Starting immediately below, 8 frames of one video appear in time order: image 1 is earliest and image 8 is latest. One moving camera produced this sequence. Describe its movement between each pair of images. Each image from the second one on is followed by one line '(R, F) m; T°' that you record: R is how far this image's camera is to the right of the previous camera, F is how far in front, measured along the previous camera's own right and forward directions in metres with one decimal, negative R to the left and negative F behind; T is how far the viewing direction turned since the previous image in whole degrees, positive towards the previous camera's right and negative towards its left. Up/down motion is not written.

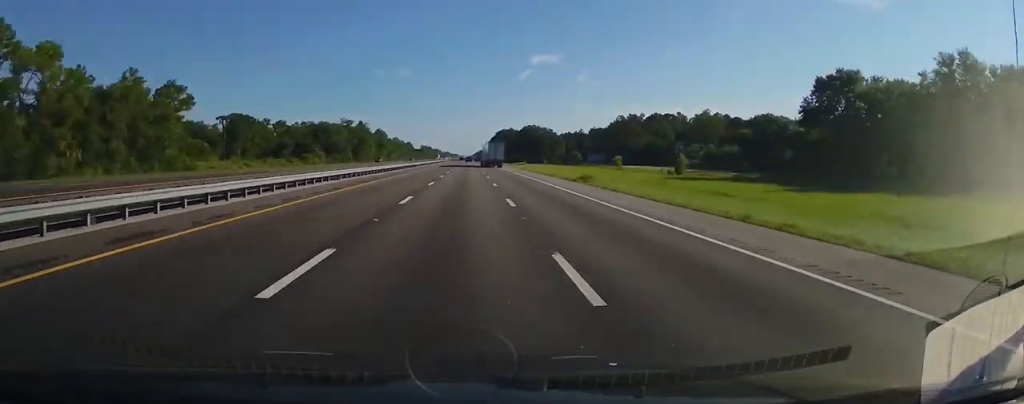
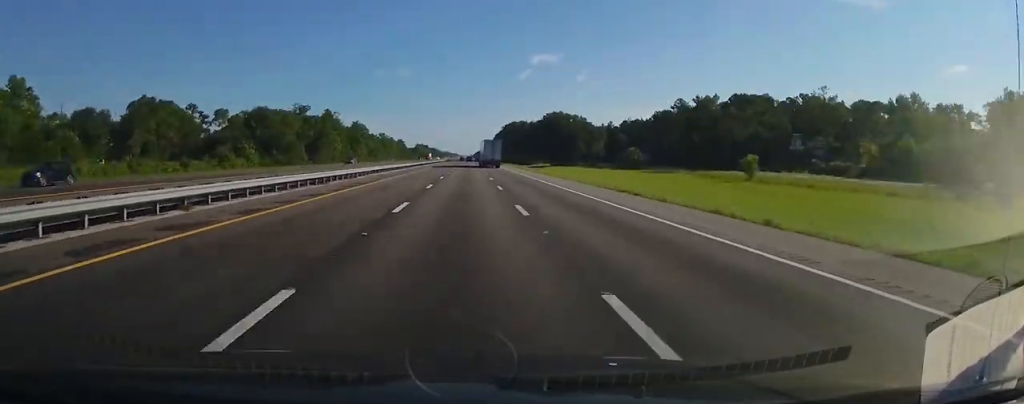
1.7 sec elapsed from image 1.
(+0.4, +63.2) m; 0°
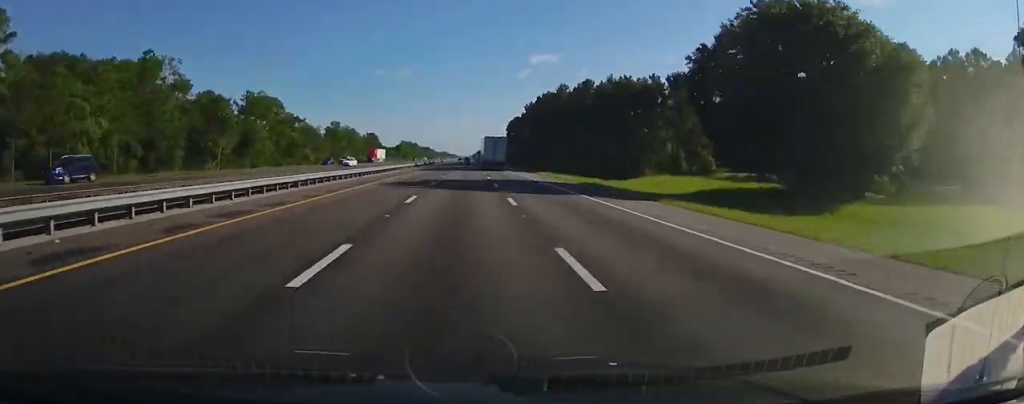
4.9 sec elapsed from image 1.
(+0.3, +116.5) m; 0°
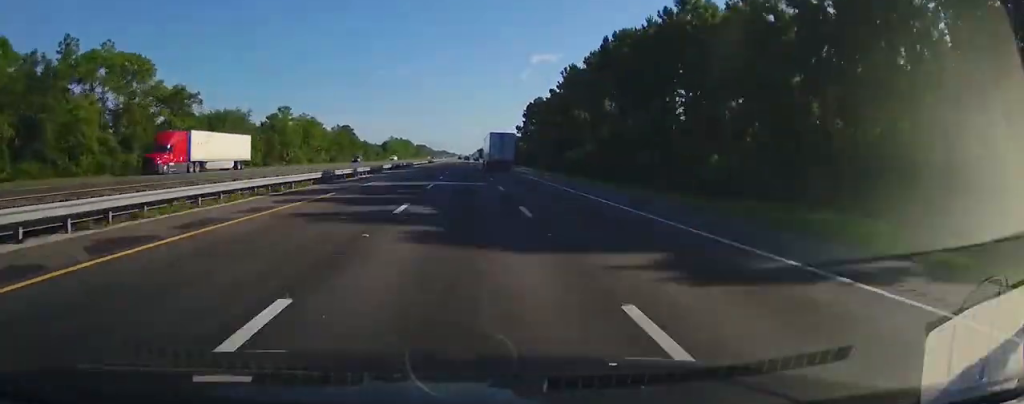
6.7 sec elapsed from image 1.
(-1.0, +63.0) m; 0°
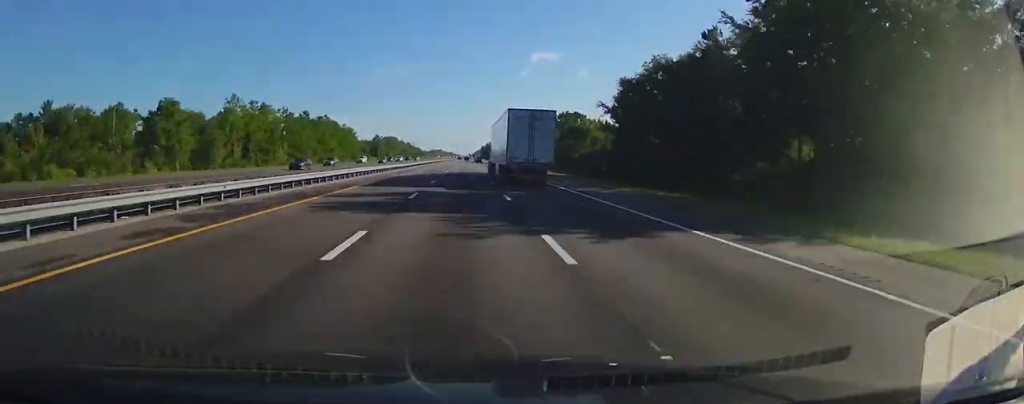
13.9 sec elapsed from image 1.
(+0.7, +258.7) m; 0°
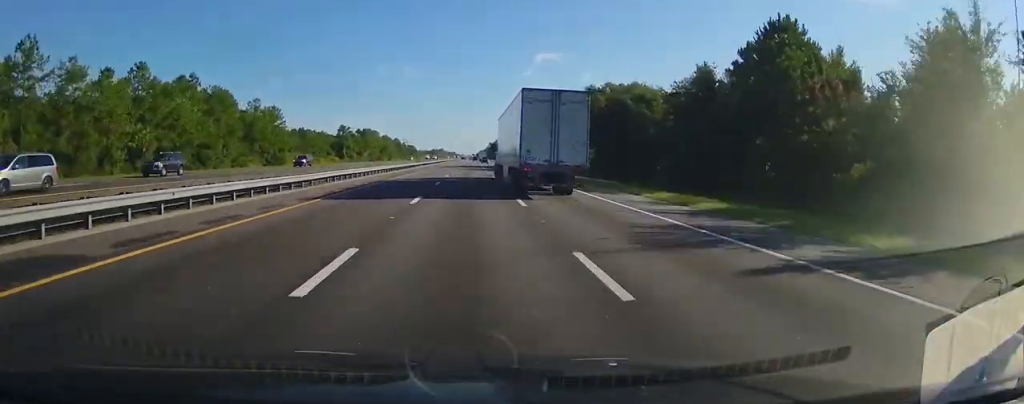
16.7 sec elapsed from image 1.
(0.0, +99.2) m; 0°
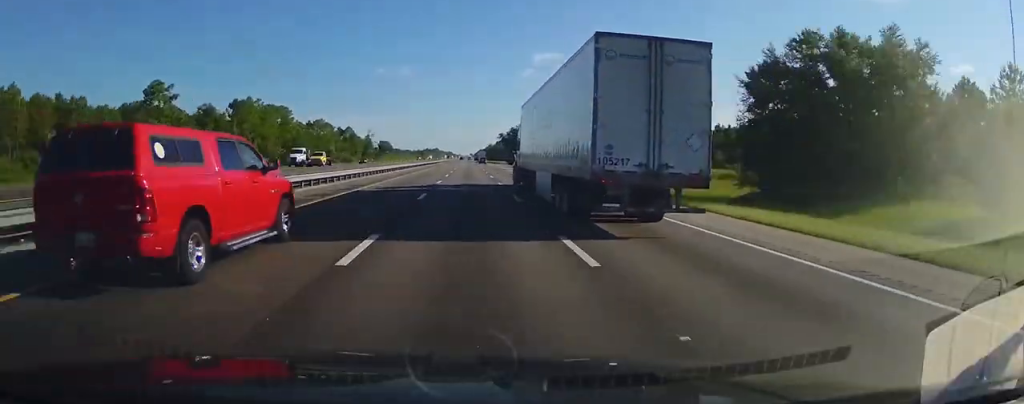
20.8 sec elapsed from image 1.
(0.0, +145.4) m; 0°
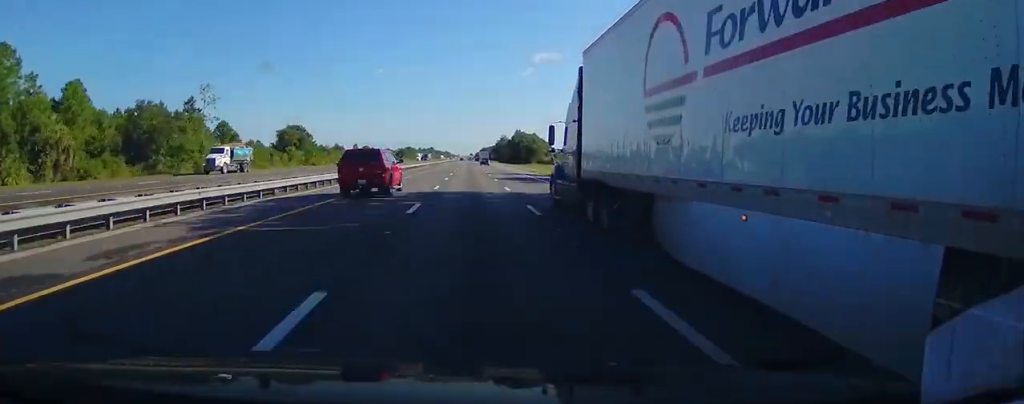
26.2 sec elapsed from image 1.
(+0.2, +188.3) m; 0°
